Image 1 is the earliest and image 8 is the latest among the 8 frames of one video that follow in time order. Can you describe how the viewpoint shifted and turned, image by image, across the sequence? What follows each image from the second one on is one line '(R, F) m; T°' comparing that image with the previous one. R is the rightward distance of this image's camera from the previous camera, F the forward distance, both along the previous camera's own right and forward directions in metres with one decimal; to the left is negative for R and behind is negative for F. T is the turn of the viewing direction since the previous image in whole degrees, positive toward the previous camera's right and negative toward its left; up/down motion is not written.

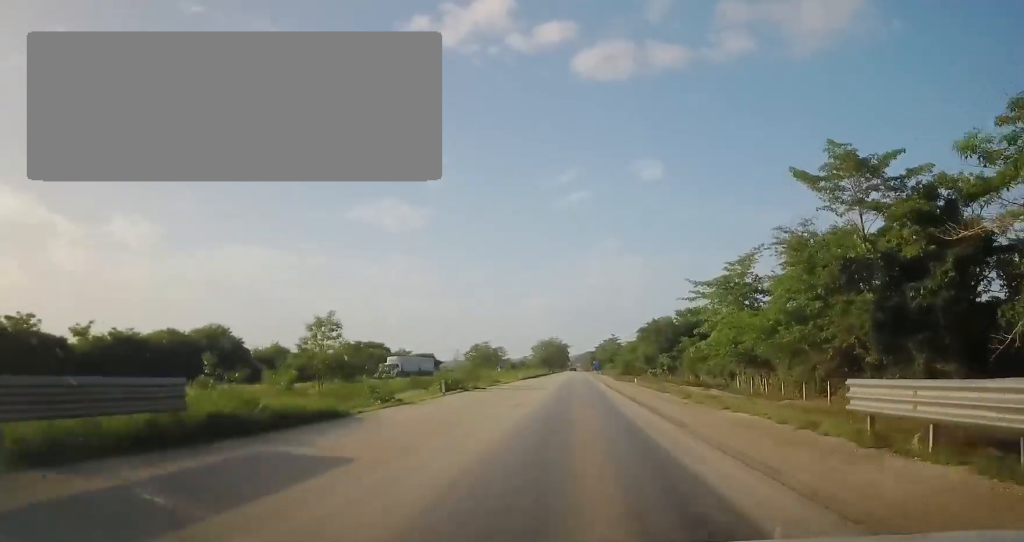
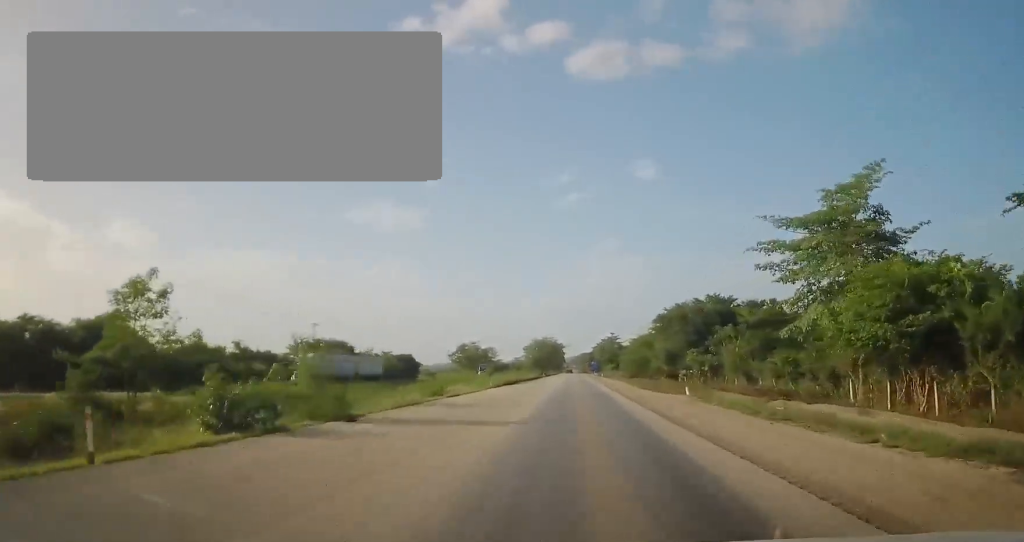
(+0.2, +23.2) m; +1°
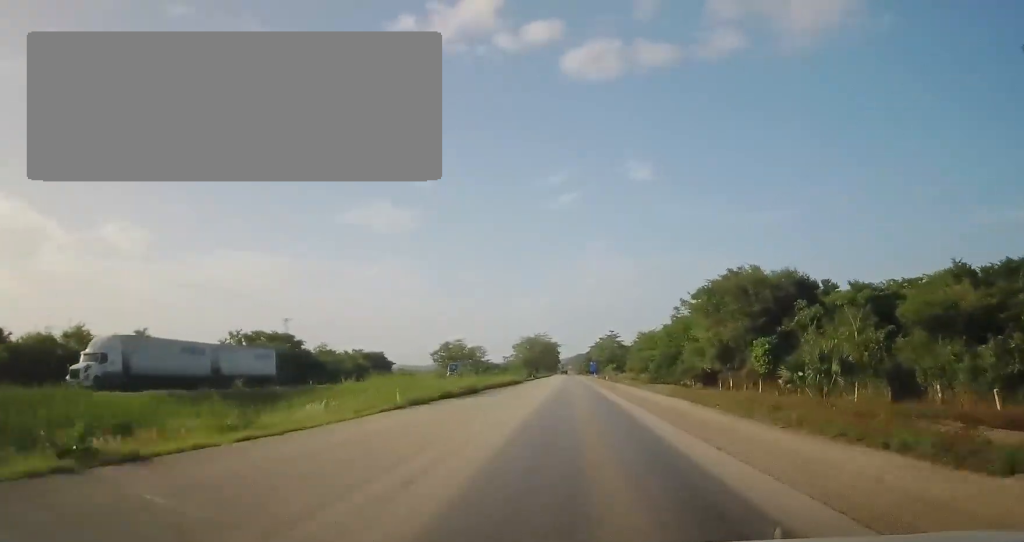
(+0.1, +24.6) m; 0°
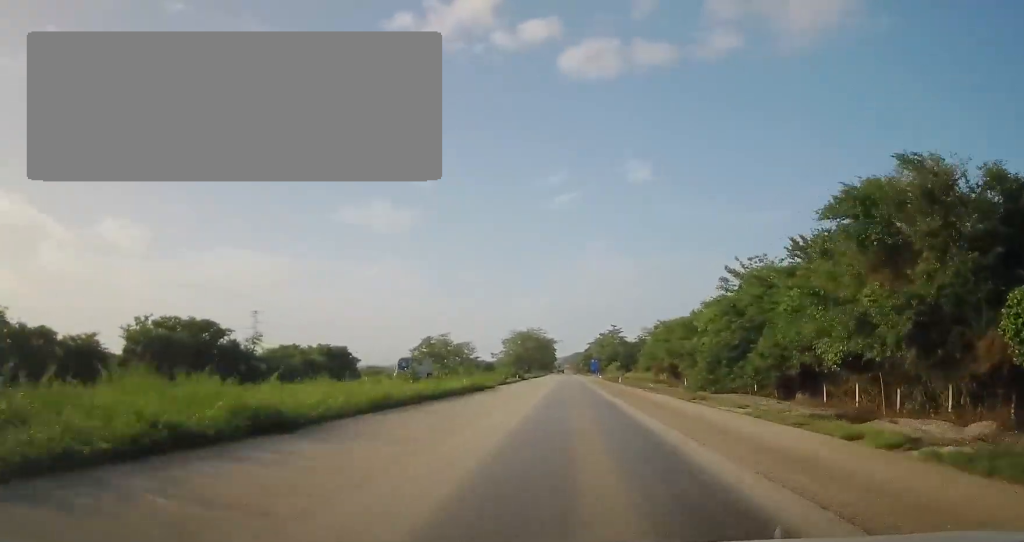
(0.0, +25.0) m; 0°
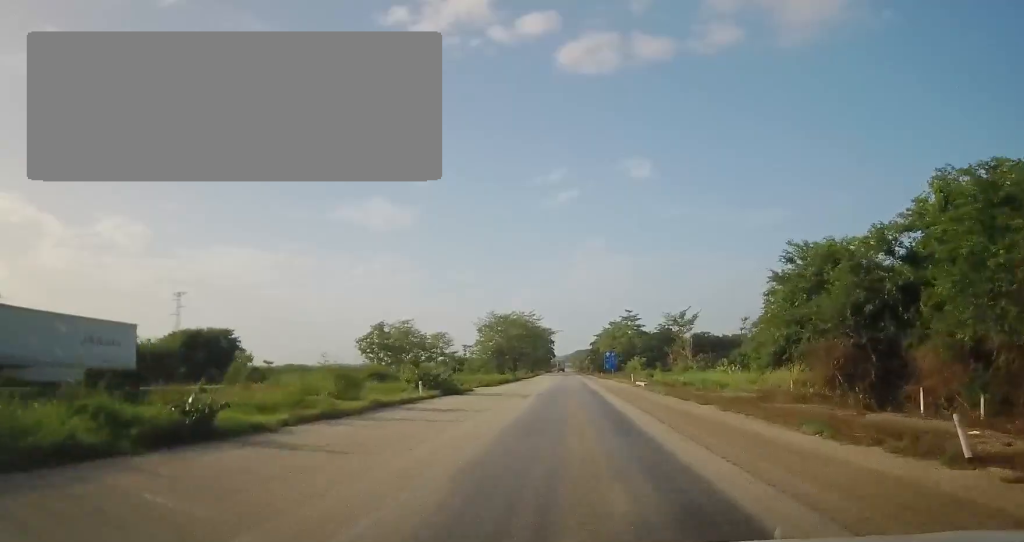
(0.0, +50.9) m; -1°
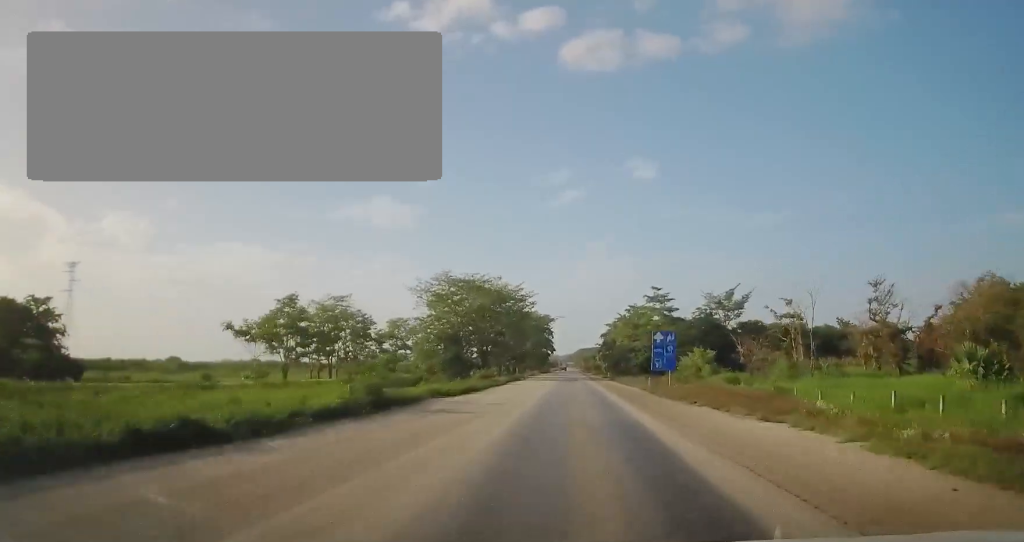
(-0.2, +49.4) m; 0°
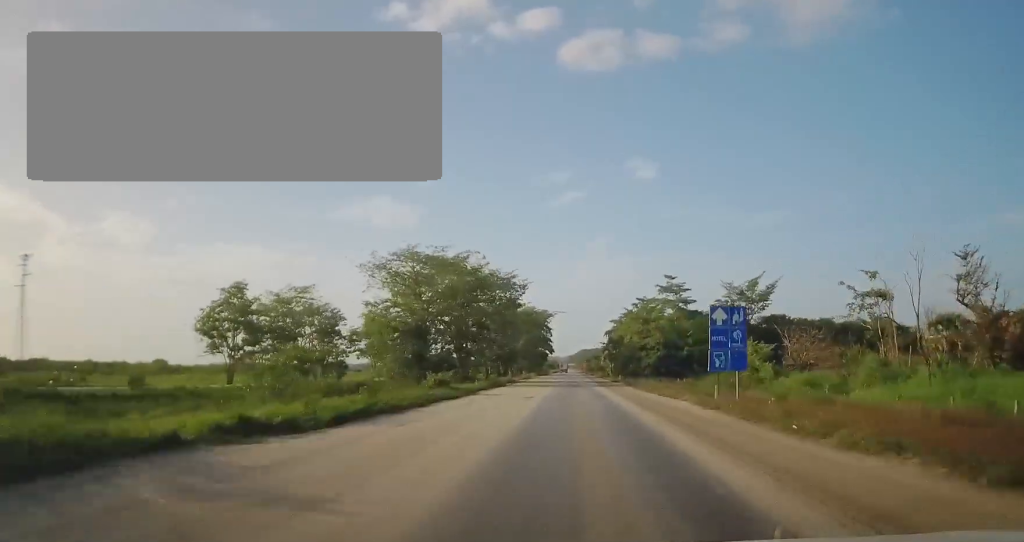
(+0.1, +16.8) m; 0°
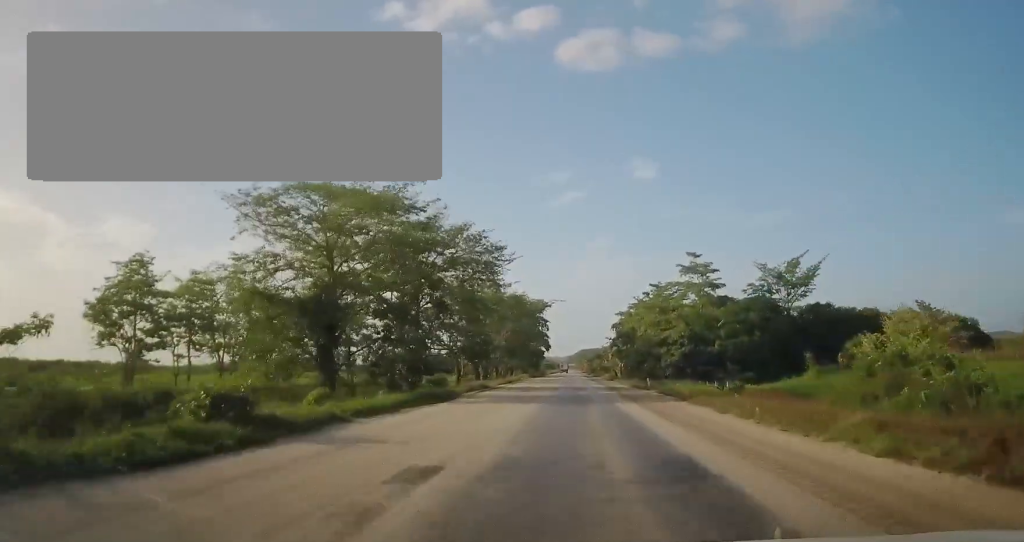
(0.0, +21.1) m; 0°
